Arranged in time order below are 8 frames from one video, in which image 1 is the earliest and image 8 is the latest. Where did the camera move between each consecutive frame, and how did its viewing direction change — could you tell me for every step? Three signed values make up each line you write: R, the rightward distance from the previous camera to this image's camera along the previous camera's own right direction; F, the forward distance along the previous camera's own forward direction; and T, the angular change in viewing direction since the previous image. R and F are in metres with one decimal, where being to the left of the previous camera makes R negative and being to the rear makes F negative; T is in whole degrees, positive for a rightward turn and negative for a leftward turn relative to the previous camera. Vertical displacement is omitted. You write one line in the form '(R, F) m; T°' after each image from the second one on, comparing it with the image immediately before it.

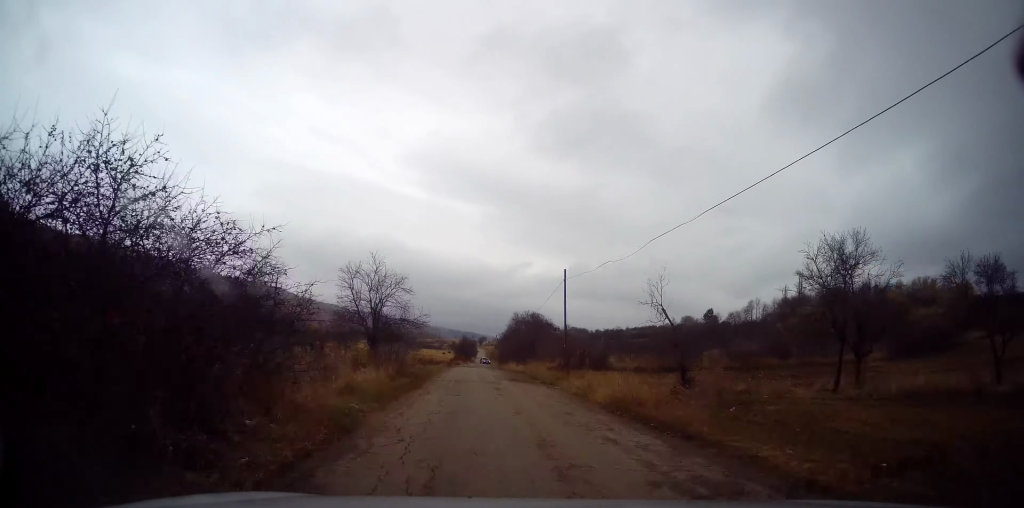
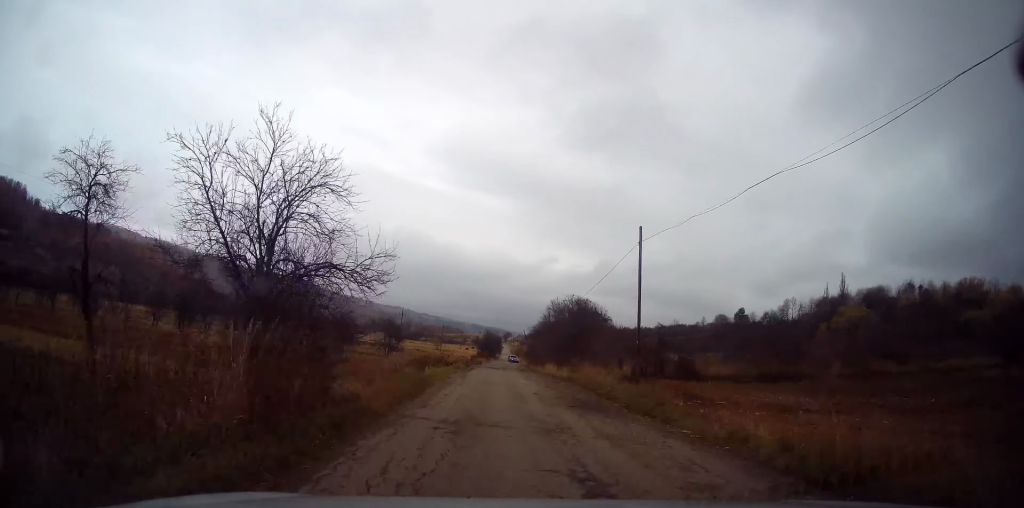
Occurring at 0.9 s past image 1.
(+0.1, +12.6) m; -1°
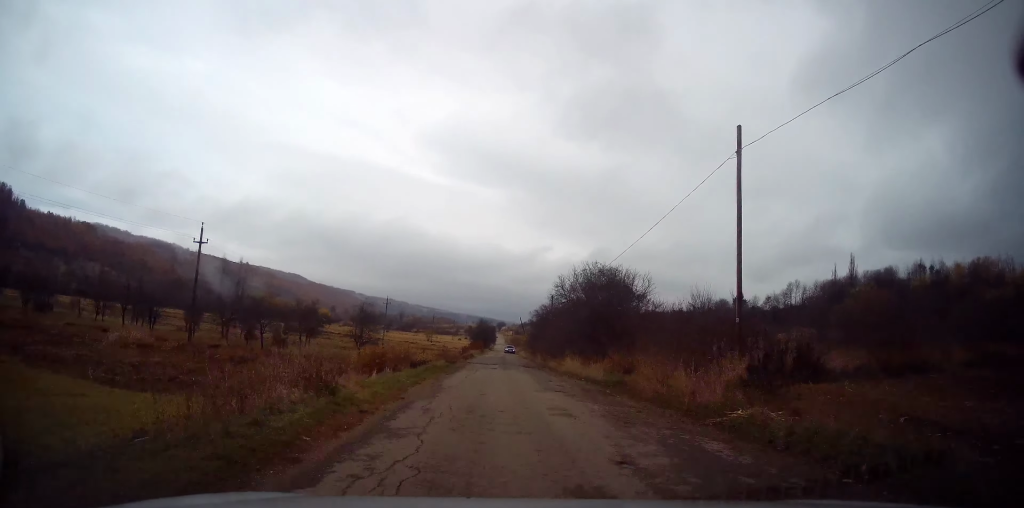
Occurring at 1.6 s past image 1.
(-0.2, +10.6) m; -1°
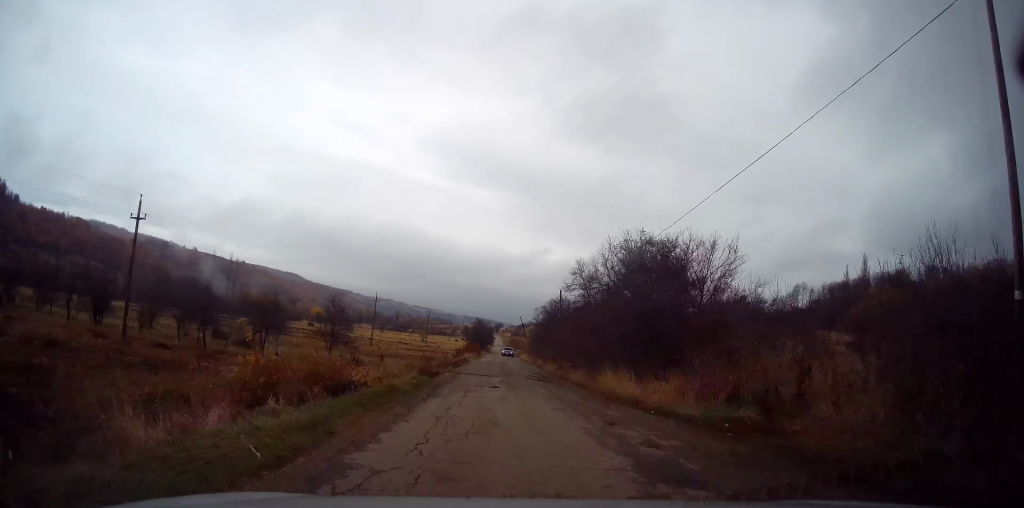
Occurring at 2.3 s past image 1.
(-0.2, +9.1) m; 0°
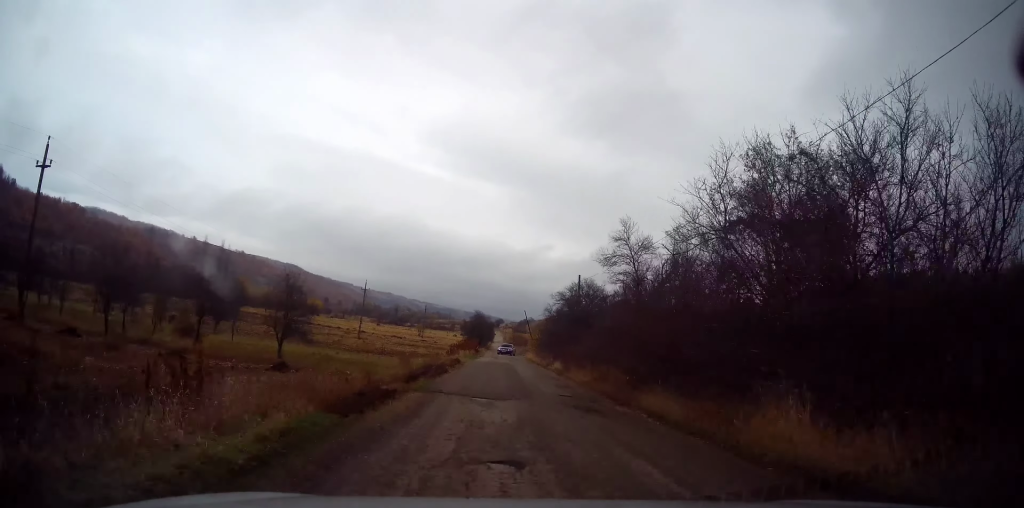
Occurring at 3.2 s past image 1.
(+0.3, +10.8) m; +2°
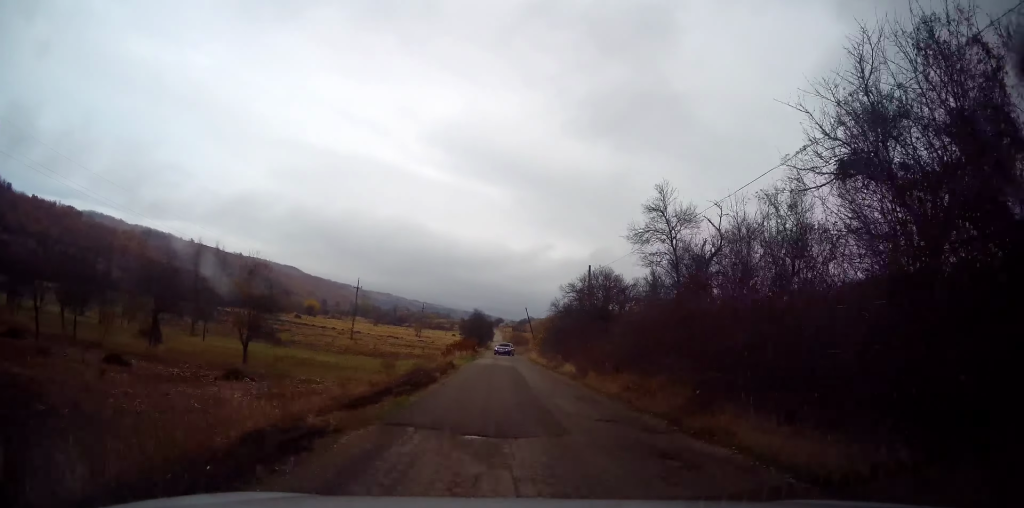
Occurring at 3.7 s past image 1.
(0.0, +5.3) m; +1°
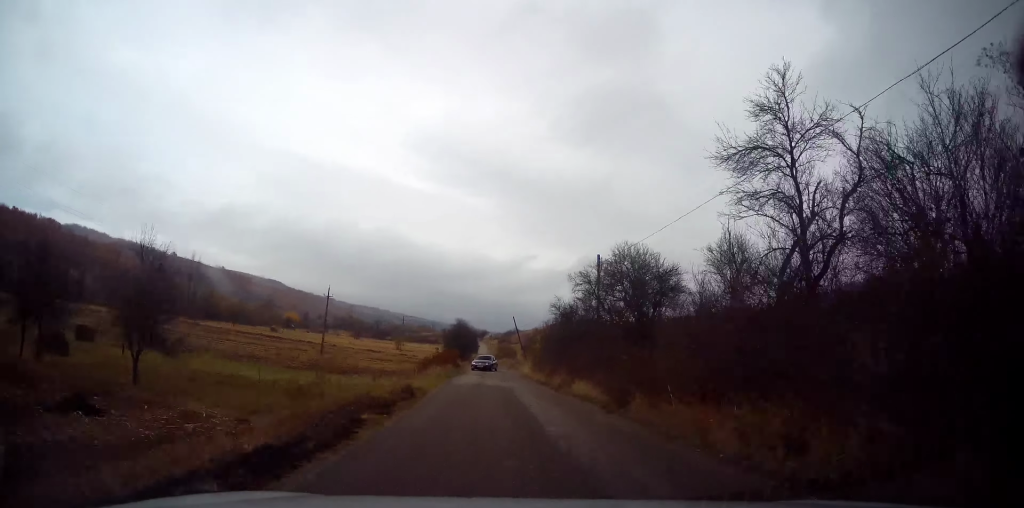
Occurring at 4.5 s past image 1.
(+0.1, +9.0) m; +1°
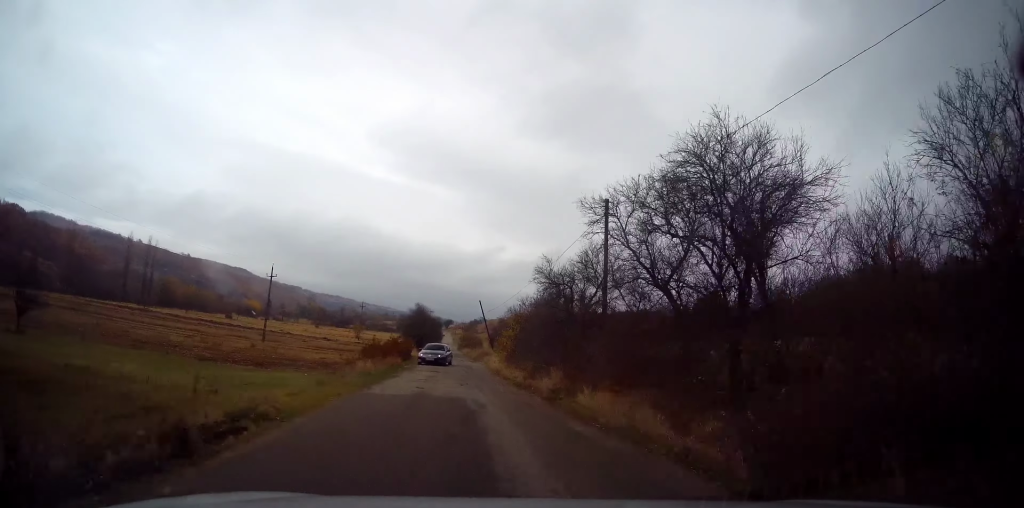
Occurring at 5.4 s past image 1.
(+0.2, +10.2) m; +1°
